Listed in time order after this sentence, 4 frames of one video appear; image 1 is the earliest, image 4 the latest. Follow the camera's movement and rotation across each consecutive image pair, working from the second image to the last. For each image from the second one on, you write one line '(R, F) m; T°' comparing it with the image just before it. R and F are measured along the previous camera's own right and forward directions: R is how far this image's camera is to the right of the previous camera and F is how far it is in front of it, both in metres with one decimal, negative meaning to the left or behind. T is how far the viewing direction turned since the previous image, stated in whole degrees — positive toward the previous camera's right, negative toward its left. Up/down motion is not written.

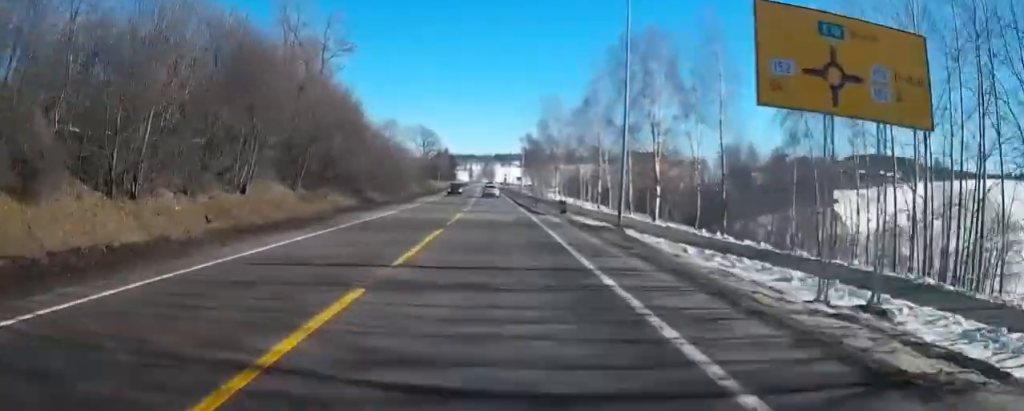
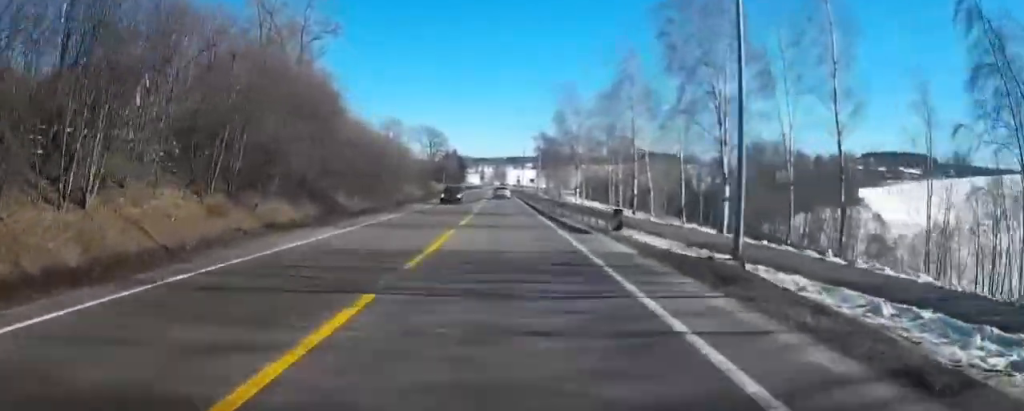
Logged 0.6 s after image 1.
(+0.1, +12.2) m; -1°
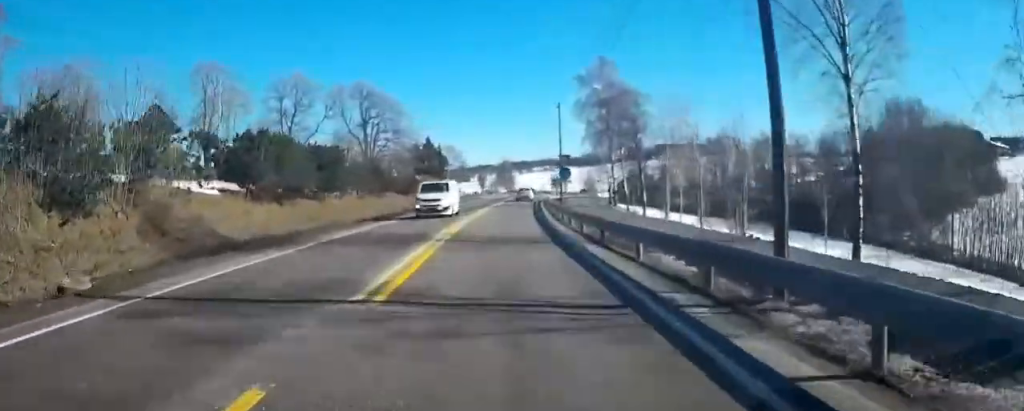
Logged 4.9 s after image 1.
(-2.1, +86.1) m; -1°
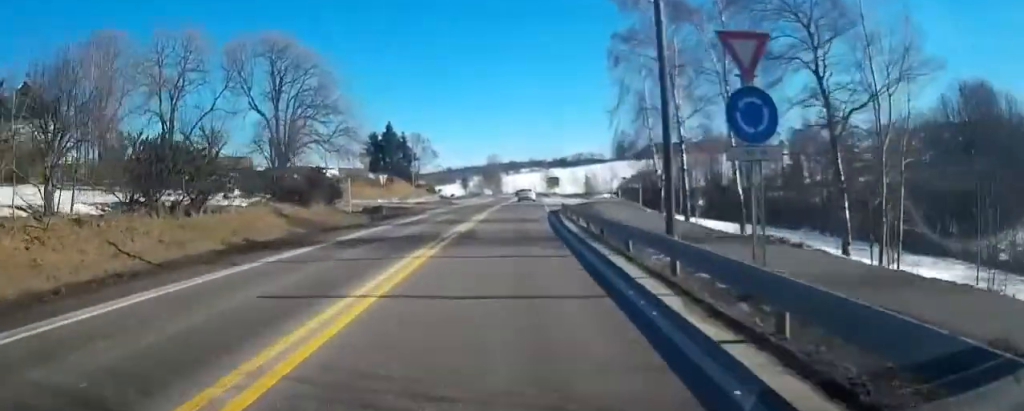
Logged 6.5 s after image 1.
(+0.6, +30.6) m; +2°
